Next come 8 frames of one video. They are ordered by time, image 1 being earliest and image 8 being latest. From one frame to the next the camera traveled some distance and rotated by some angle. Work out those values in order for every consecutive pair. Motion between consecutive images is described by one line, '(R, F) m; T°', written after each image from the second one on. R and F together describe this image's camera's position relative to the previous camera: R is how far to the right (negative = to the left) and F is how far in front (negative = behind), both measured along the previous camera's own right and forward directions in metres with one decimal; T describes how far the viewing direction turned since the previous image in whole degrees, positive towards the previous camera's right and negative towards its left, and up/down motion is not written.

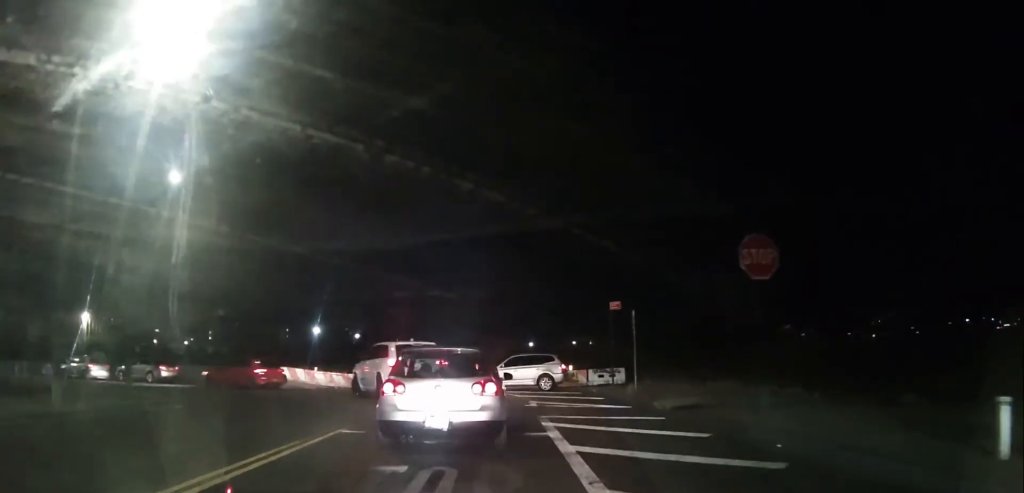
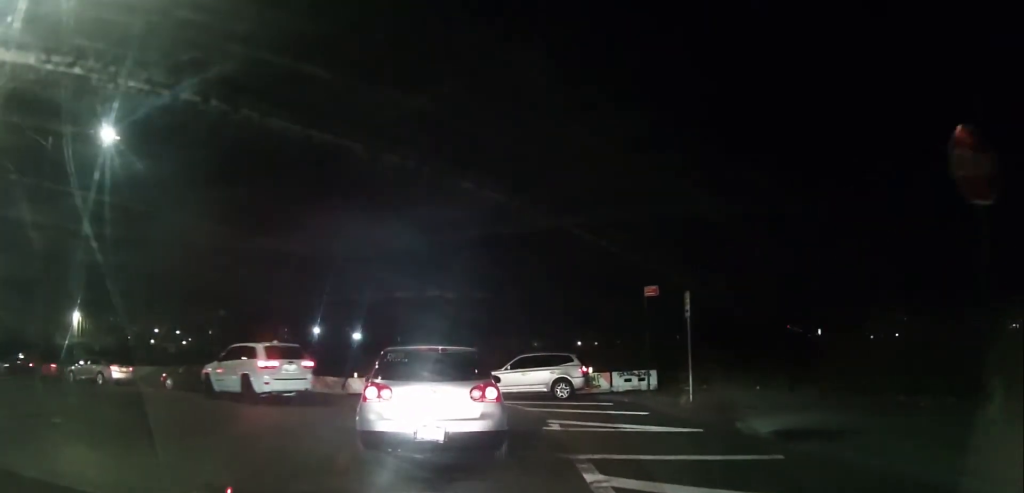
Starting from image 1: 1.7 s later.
(-1.1, +5.3) m; -8°
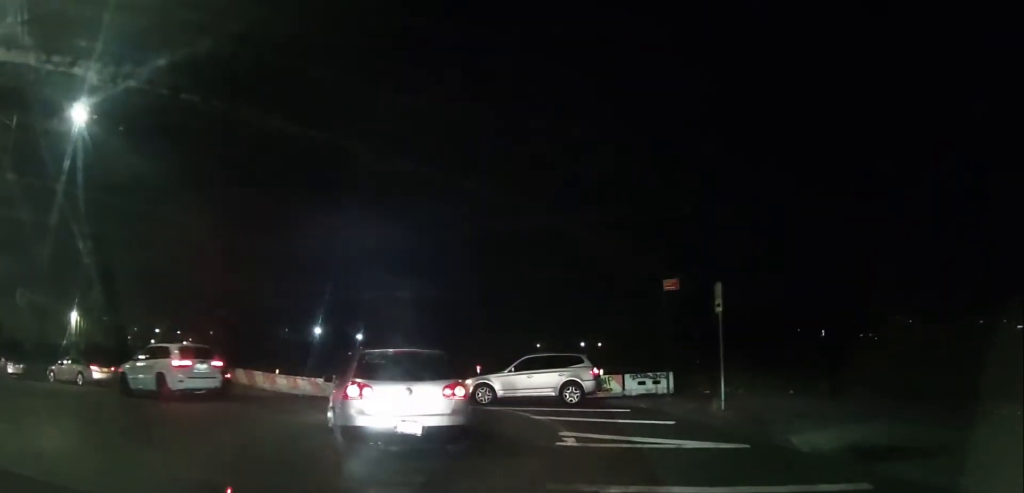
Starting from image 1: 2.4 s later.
(0.0, +2.0) m; +3°
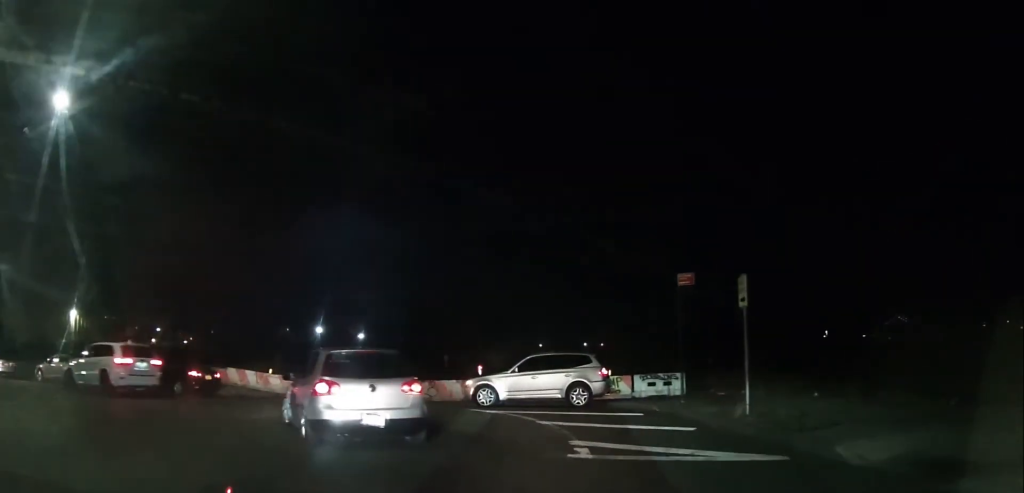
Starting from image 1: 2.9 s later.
(0.0, +1.3) m; +2°
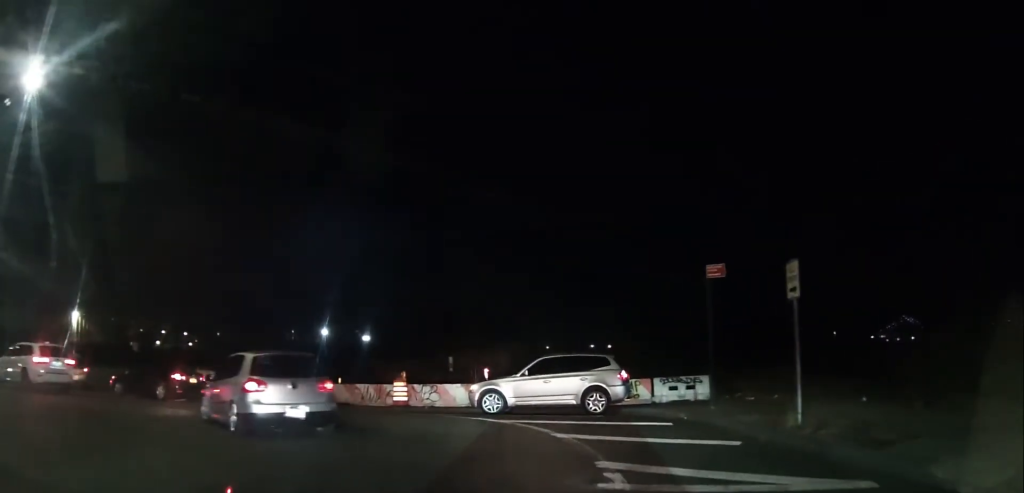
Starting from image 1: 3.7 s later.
(+0.1, +1.9) m; -6°
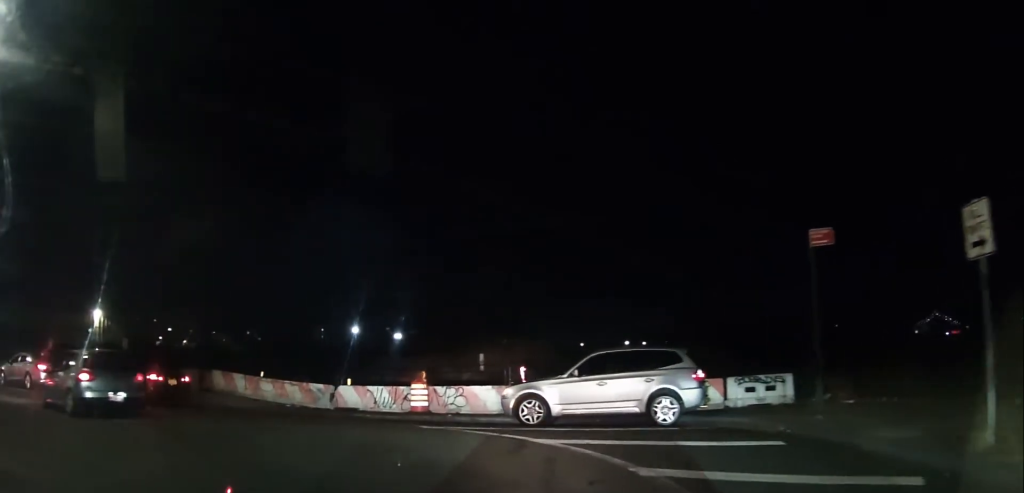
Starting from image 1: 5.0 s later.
(-0.5, +3.9) m; -2°
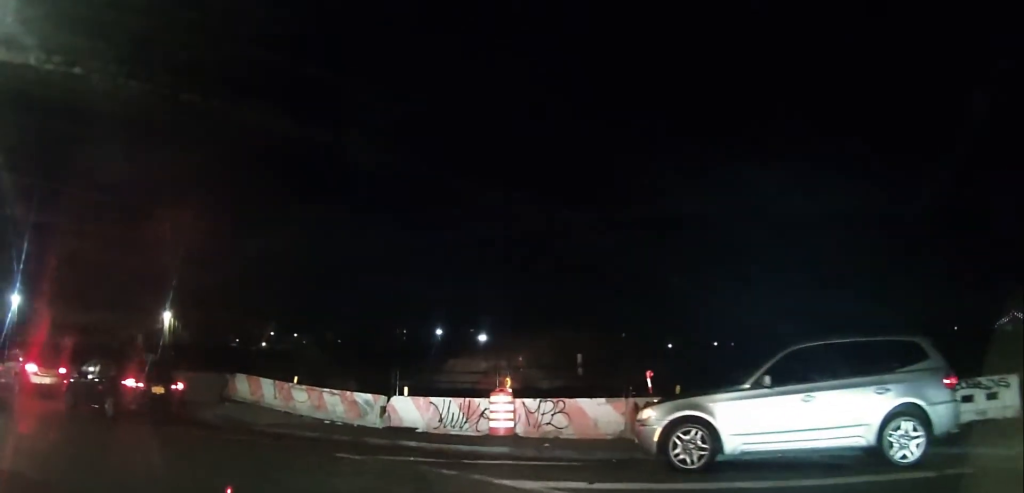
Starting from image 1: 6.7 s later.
(0.0, +5.7) m; -10°
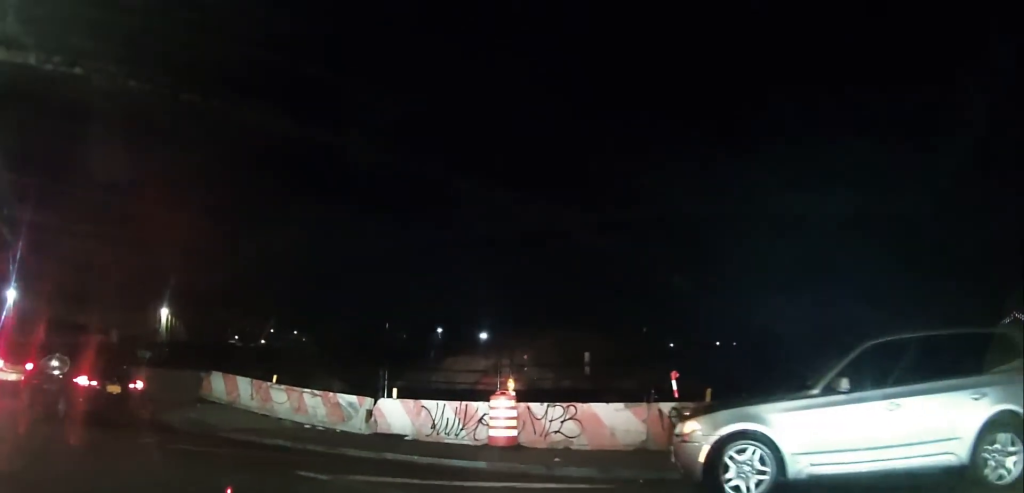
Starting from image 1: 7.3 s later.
(-0.1, +1.9) m; -4°
